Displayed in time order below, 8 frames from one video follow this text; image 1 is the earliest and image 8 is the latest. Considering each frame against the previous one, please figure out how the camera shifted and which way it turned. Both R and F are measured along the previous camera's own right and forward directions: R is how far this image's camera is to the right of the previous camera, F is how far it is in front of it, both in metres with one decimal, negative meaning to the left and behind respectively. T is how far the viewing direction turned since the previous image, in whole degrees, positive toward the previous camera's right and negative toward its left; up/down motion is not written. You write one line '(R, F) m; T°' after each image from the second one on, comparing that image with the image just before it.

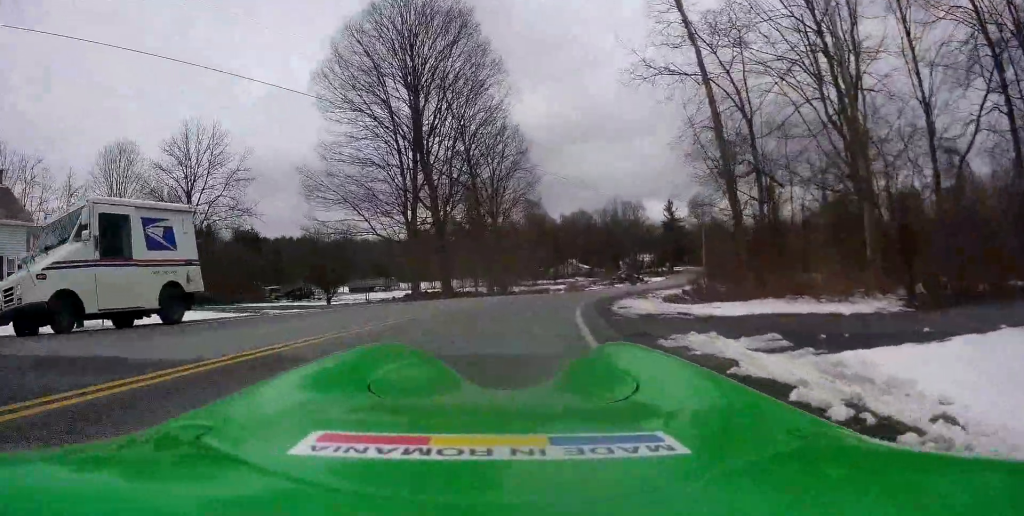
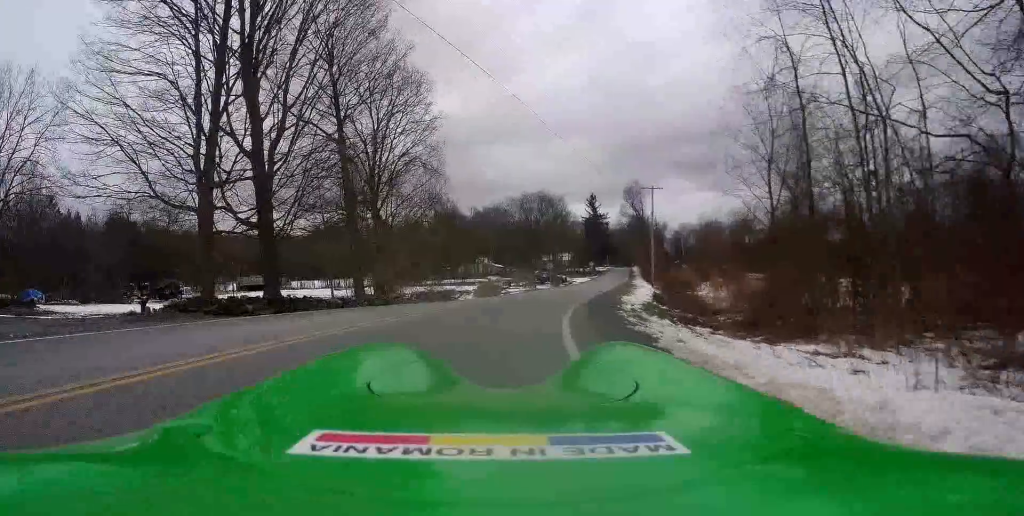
(+3.9, +16.1) m; +24°
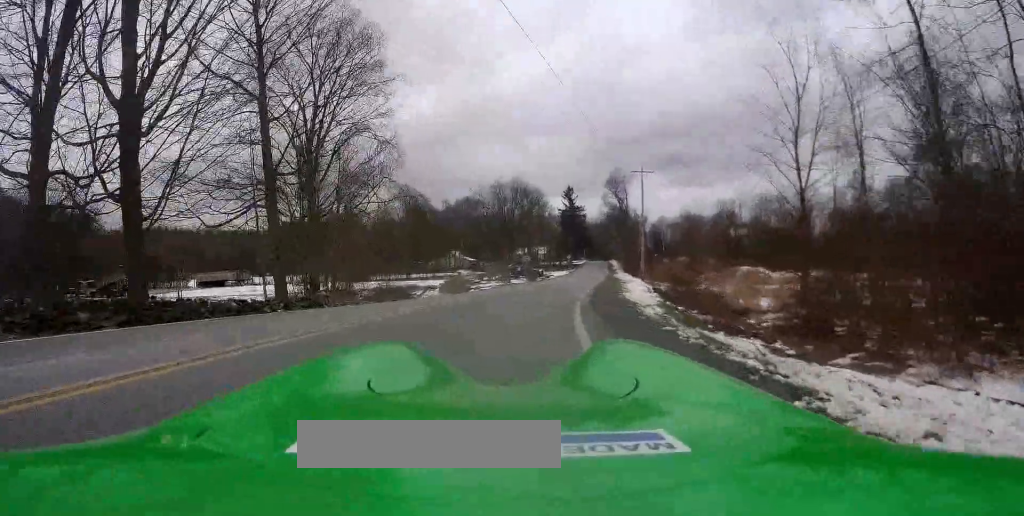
(+0.8, +7.4) m; -2°
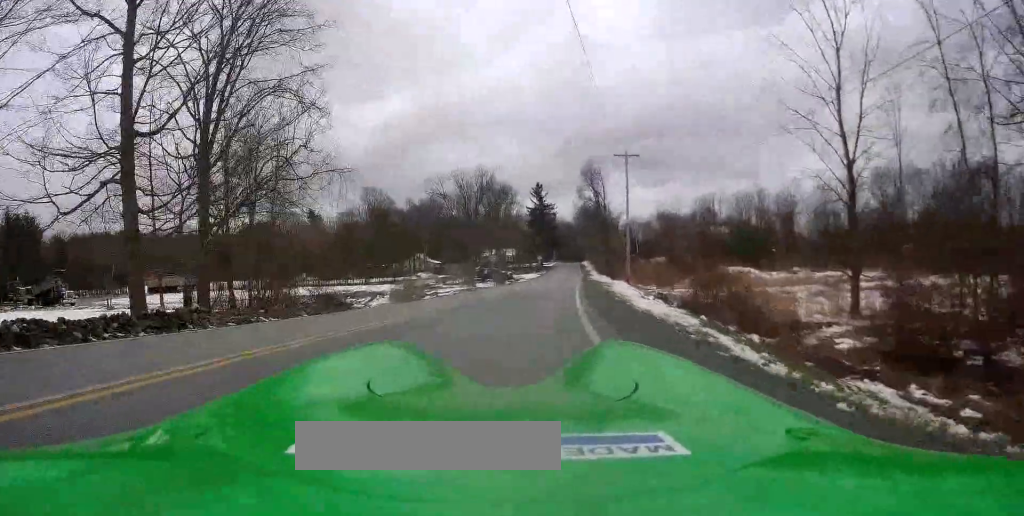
(-0.8, +8.1) m; -7°
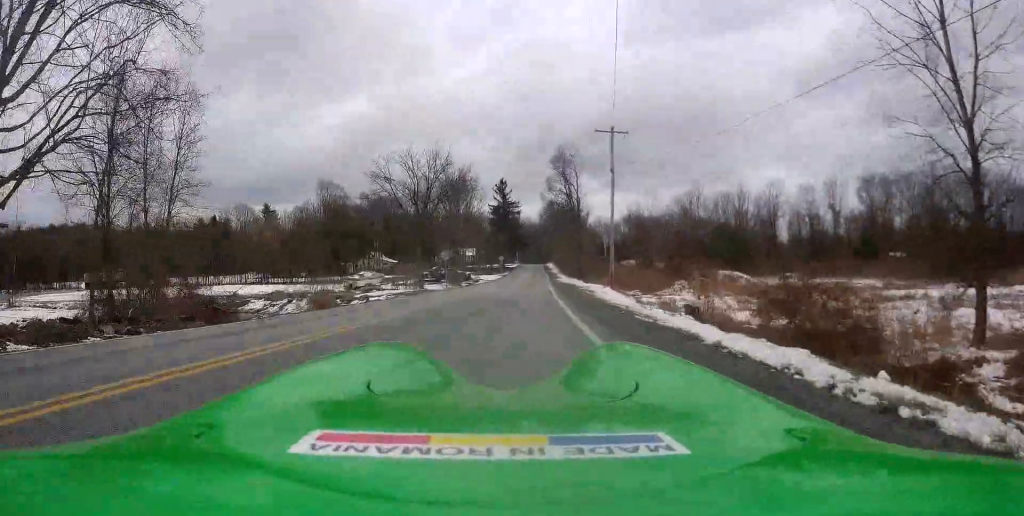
(-0.5, +10.2) m; +1°
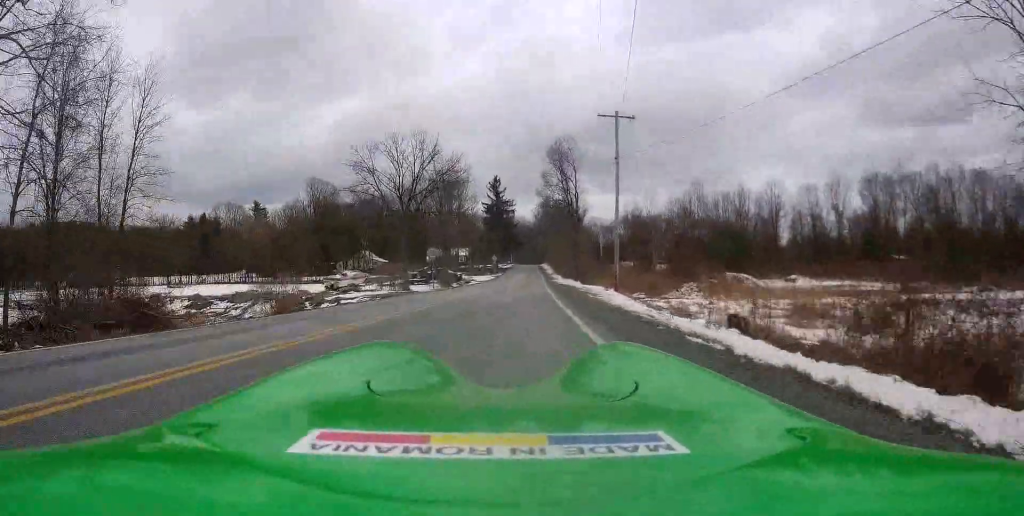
(0.0, +4.1) m; +3°
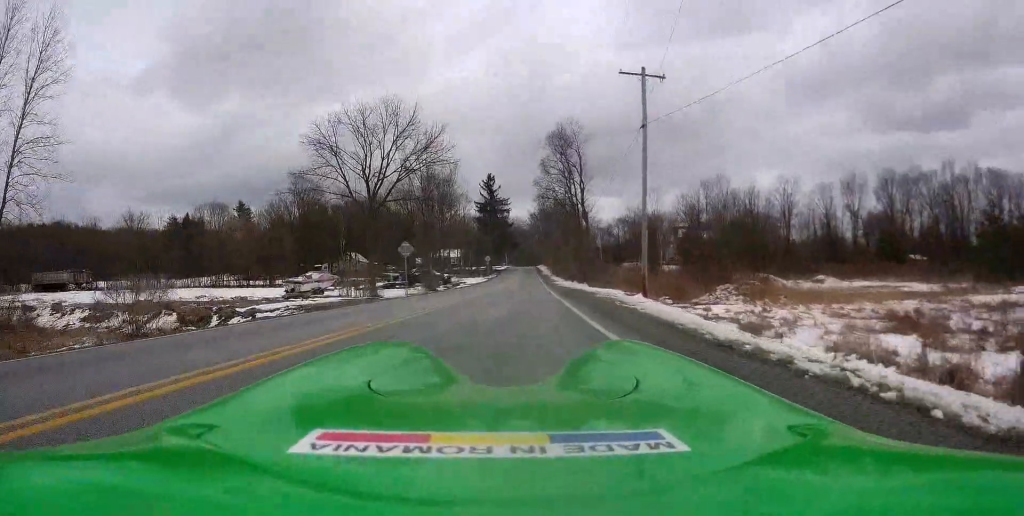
(+0.8, +9.4) m; +6°
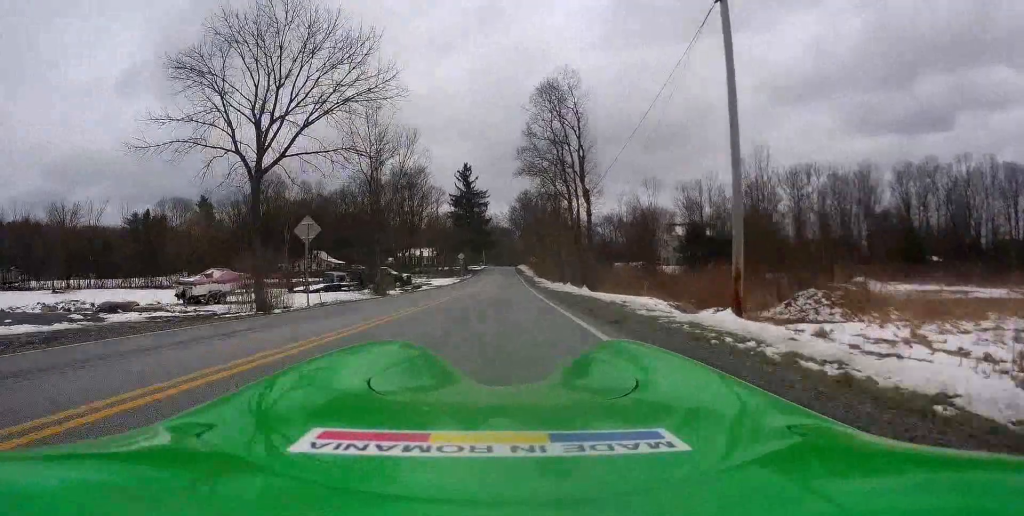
(+0.6, +13.5) m; +5°
